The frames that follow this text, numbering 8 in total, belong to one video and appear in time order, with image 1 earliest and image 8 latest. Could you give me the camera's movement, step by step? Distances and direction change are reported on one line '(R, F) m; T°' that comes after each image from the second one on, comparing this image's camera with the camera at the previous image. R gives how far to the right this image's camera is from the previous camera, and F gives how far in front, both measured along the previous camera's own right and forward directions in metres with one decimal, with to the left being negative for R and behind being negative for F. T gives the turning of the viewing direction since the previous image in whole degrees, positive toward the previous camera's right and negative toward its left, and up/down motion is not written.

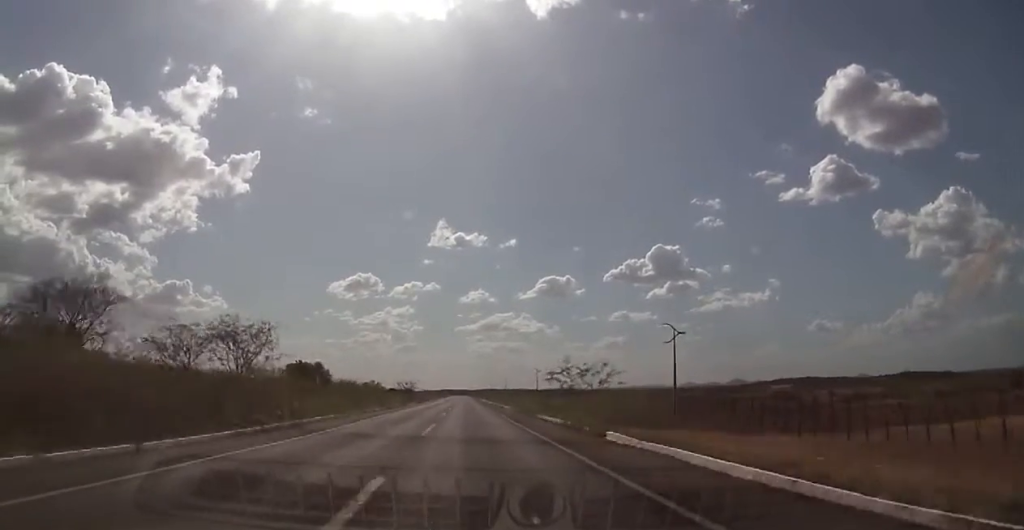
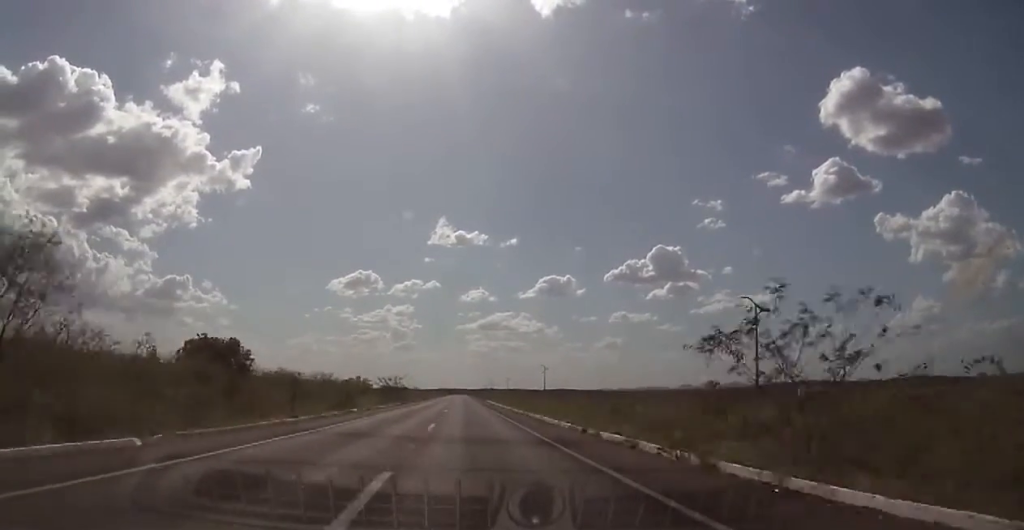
(-0.4, +31.1) m; 0°
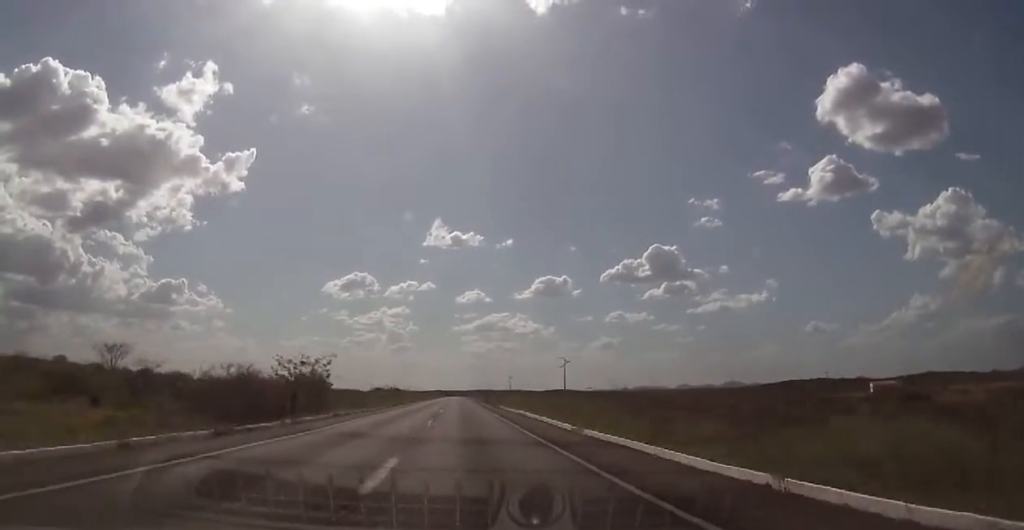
(+0.1, +61.1) m; 0°
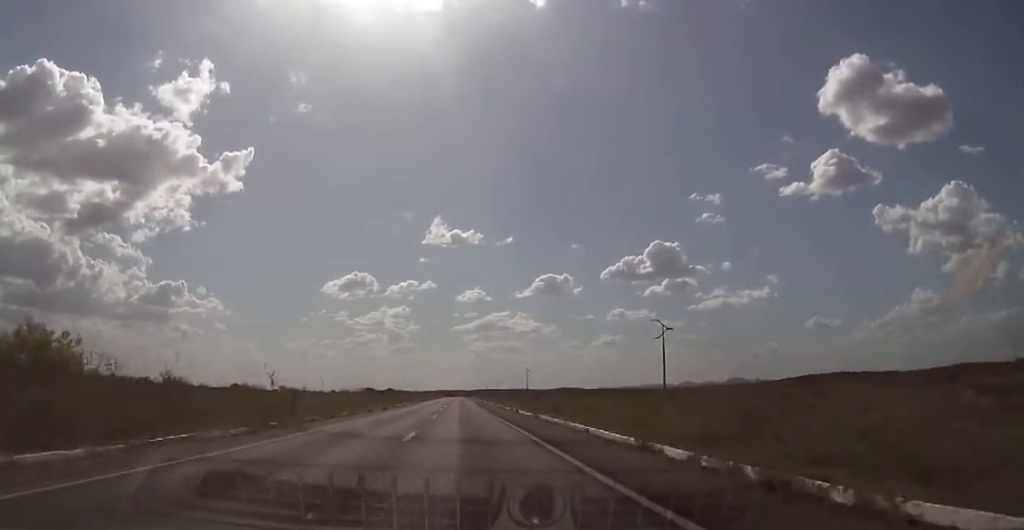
(+0.1, +102.0) m; 0°
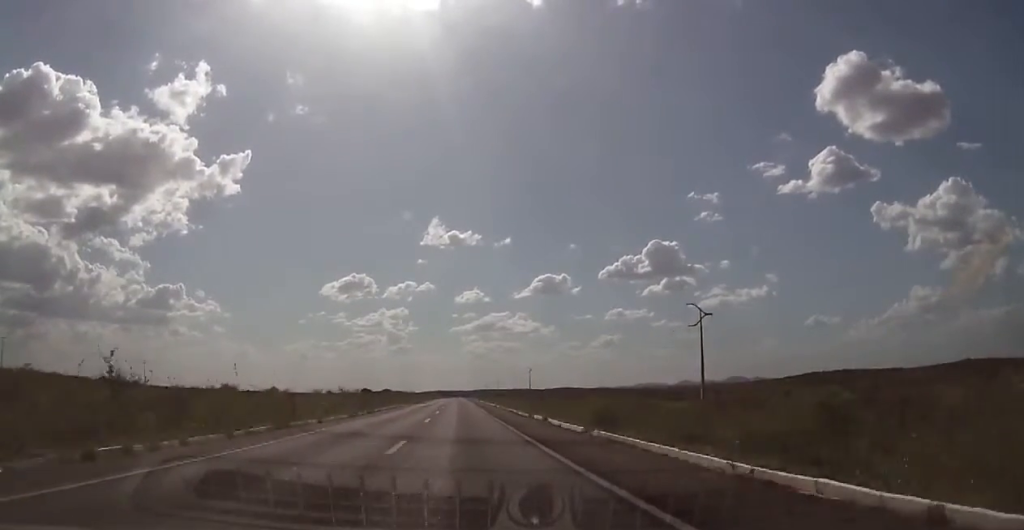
(0.0, +18.4) m; 0°
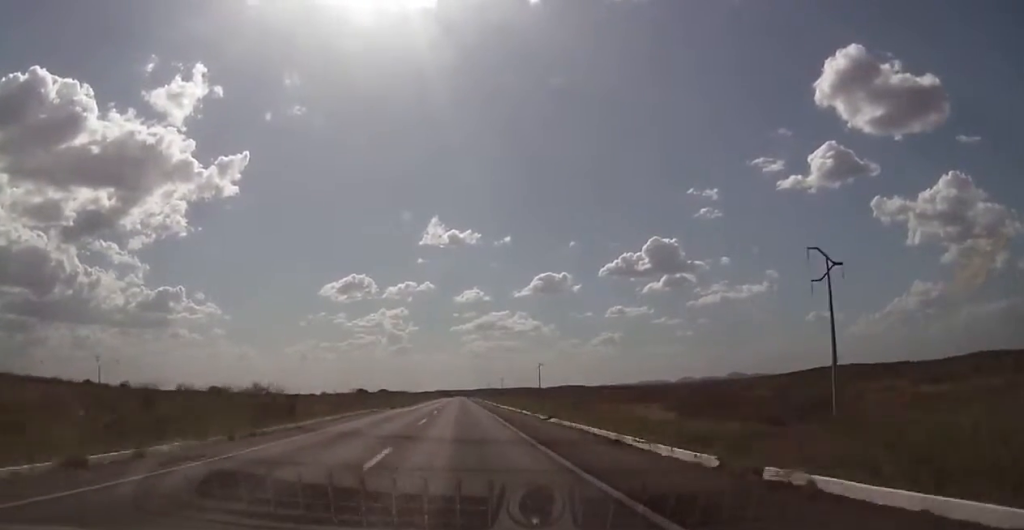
(0.0, +34.2) m; 0°
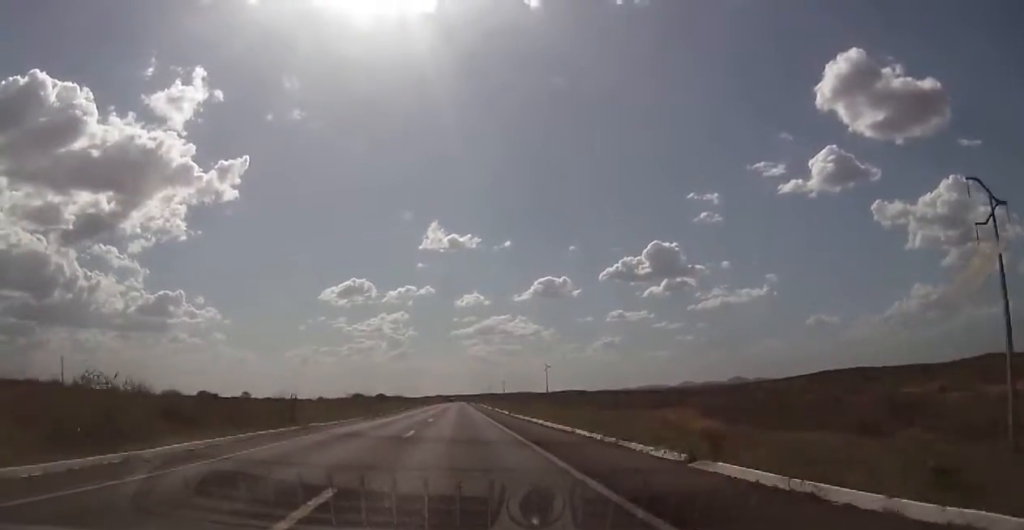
(0.0, +22.5) m; 0°
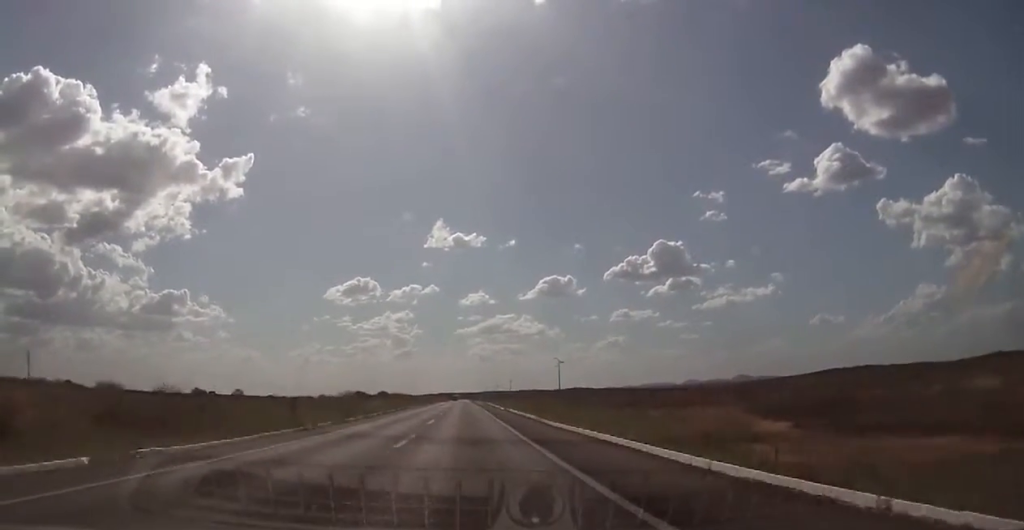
(0.0, +19.8) m; 0°
